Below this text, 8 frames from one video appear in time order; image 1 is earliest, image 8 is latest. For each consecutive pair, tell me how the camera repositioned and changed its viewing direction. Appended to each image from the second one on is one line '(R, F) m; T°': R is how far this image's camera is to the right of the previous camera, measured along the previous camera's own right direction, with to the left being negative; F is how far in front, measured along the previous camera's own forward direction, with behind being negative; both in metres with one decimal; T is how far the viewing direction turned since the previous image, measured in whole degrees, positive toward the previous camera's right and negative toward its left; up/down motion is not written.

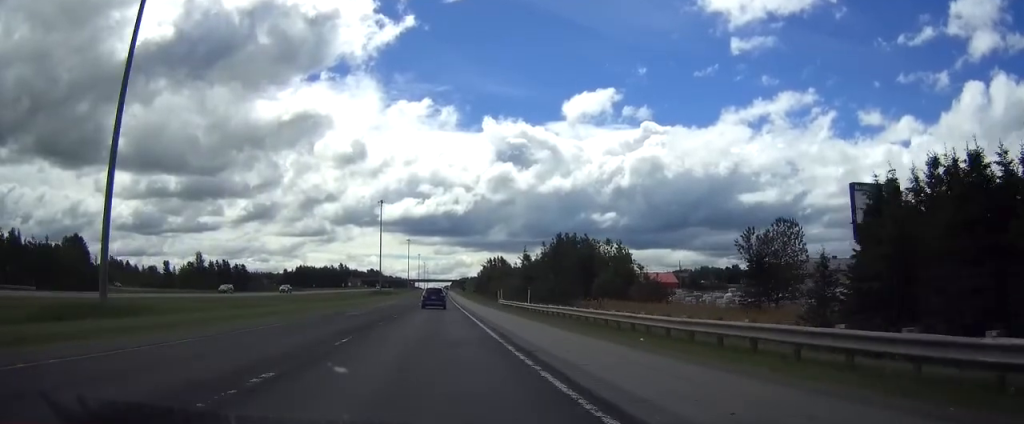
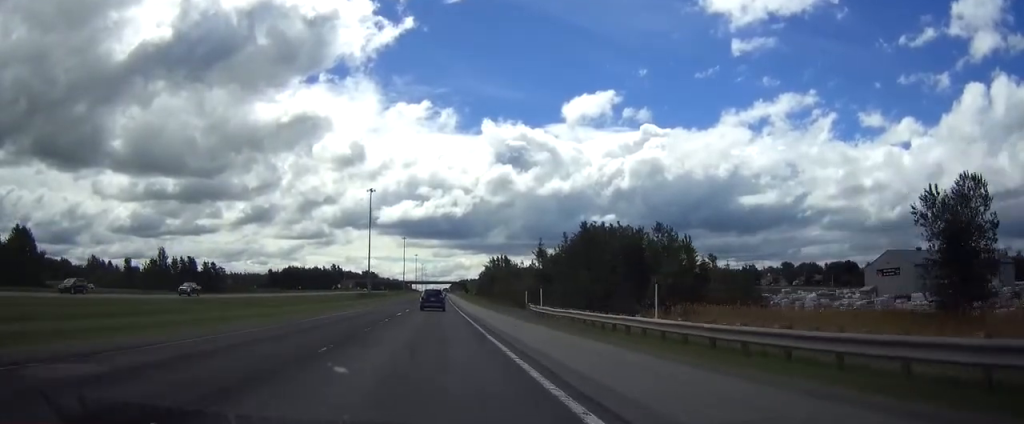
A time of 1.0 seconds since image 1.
(+0.1, +30.2) m; 0°
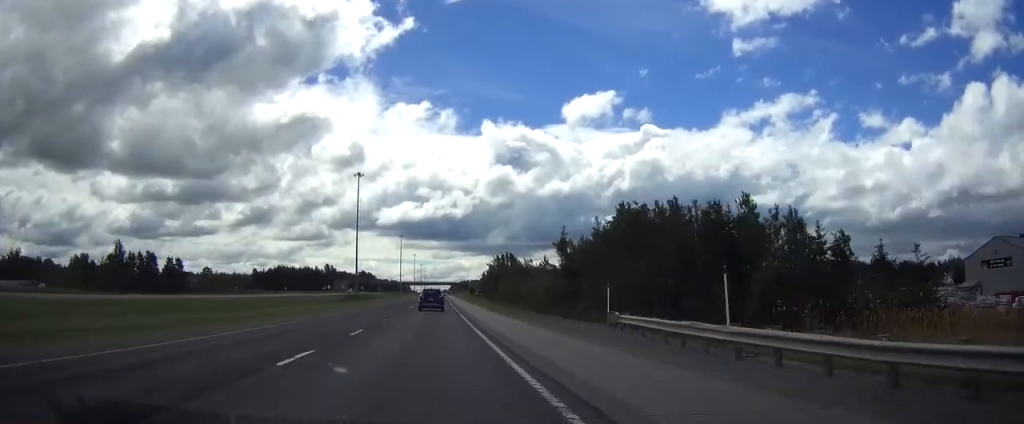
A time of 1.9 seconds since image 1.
(0.0, +28.2) m; 0°
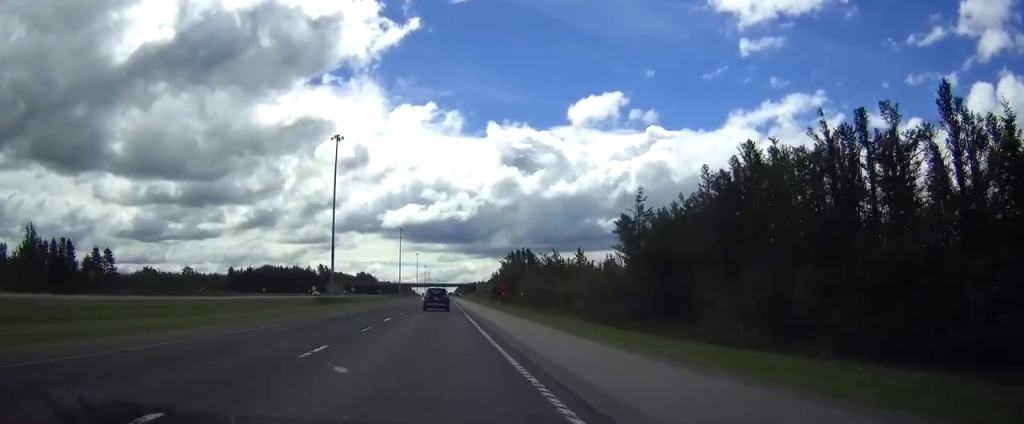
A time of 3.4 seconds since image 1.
(-0.2, +43.3) m; 0°
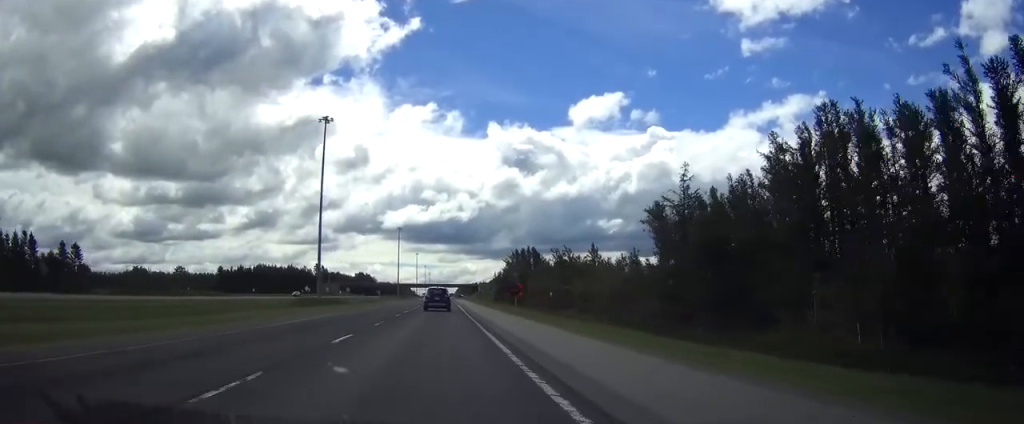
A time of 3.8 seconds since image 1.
(0.0, +14.1) m; 0°
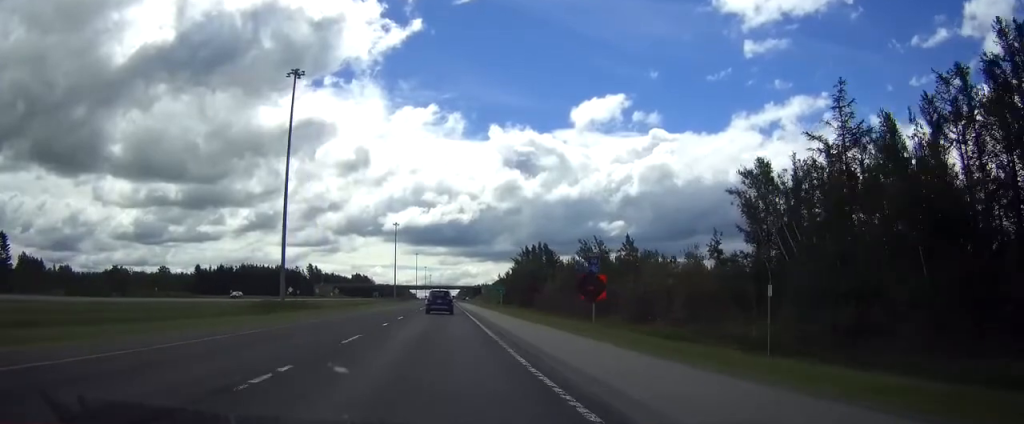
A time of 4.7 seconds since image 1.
(0.0, +26.2) m; 0°
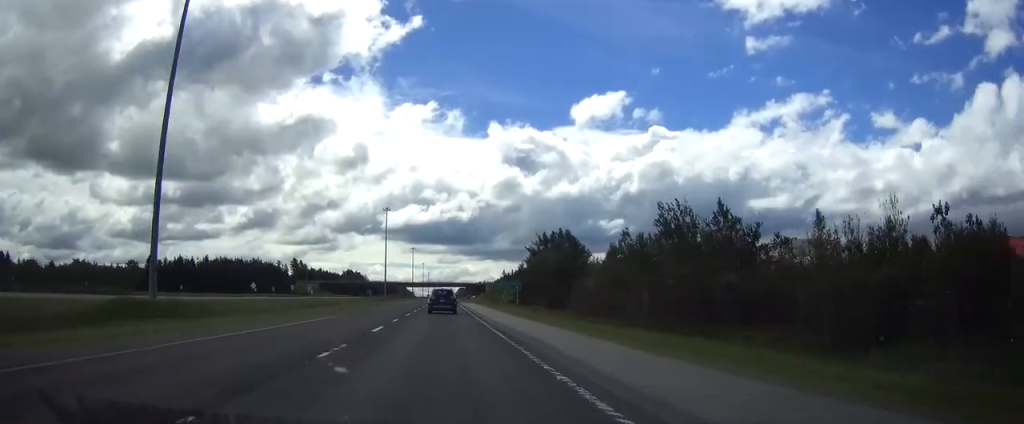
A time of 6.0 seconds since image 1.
(0.0, +40.3) m; 0°
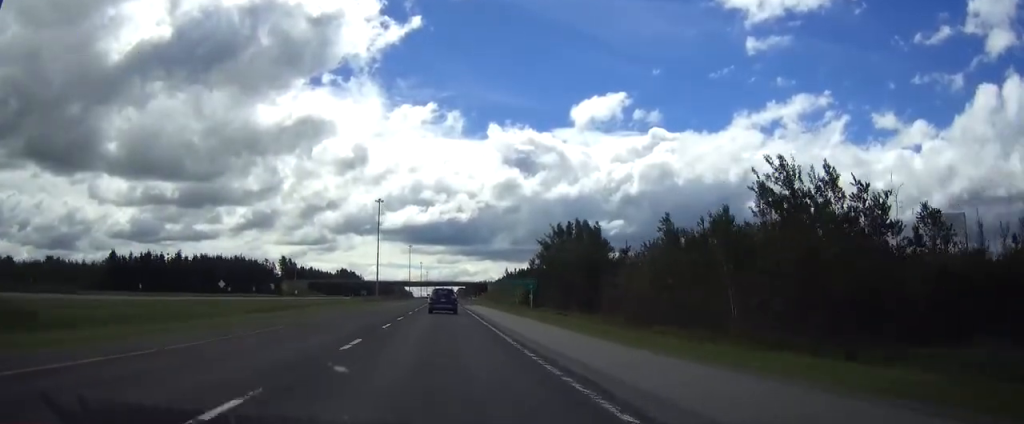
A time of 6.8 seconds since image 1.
(0.0, +24.1) m; 0°
